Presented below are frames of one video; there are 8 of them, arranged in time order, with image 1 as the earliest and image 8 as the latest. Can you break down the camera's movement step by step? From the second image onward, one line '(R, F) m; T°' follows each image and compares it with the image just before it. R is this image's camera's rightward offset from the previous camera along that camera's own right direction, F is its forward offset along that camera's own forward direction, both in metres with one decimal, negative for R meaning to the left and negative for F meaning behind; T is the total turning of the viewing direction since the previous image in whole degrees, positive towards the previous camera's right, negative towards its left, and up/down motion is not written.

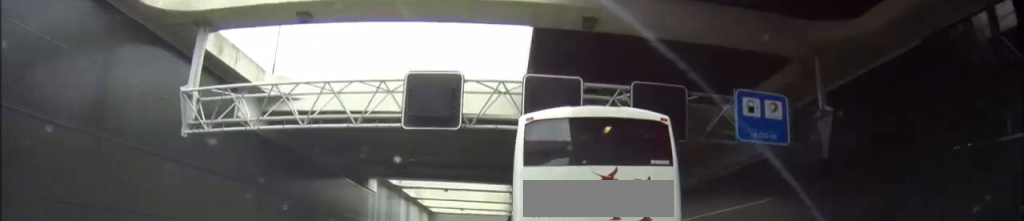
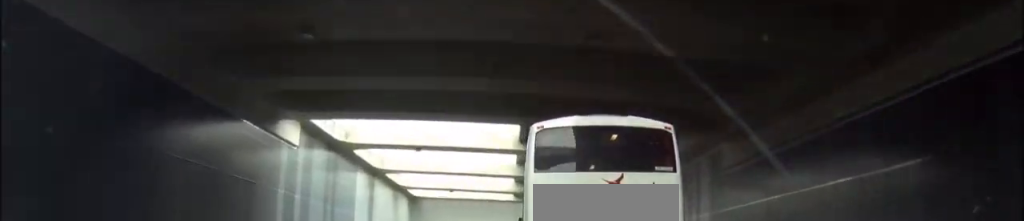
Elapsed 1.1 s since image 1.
(0.0, +29.6) m; 0°
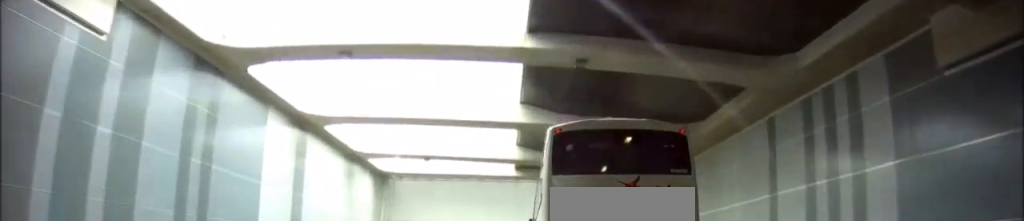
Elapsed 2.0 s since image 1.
(+0.1, +24.3) m; 0°
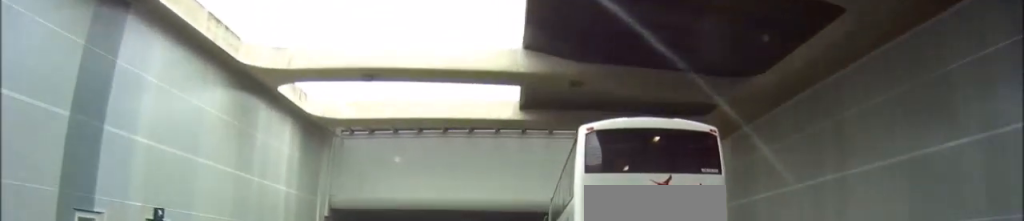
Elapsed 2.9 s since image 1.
(0.0, +25.2) m; 0°
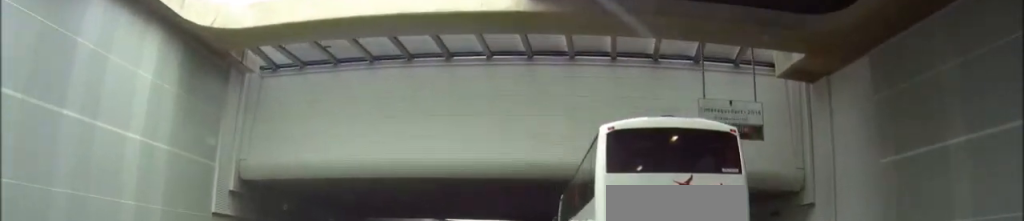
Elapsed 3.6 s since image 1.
(0.0, +18.1) m; 0°
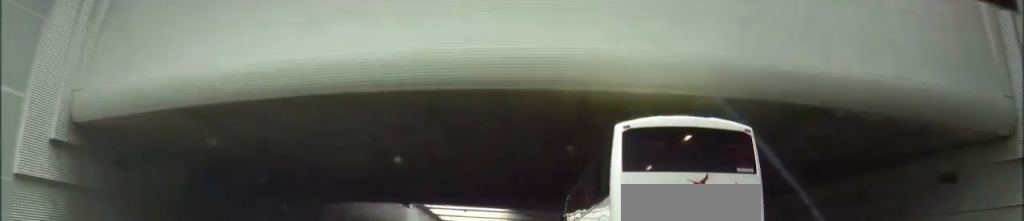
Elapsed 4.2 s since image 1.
(0.0, +15.3) m; 0°
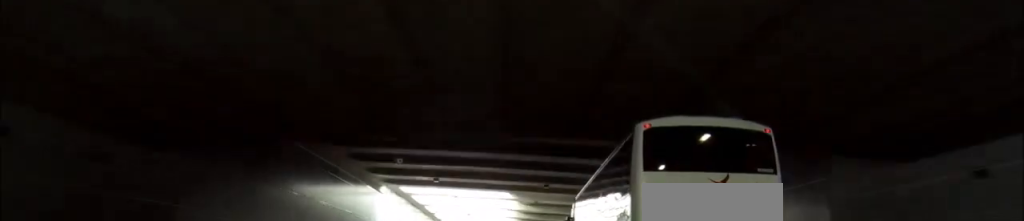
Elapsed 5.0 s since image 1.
(0.0, +21.7) m; 0°
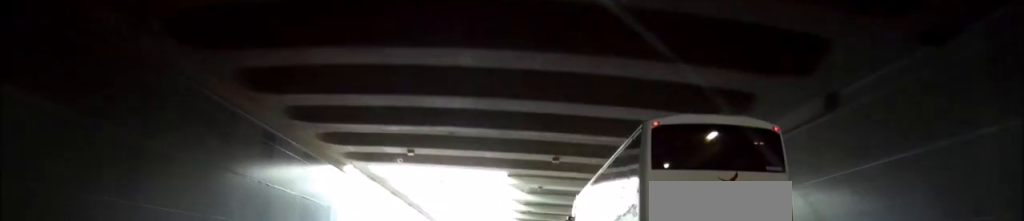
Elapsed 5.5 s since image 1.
(0.0, +15.4) m; 0°
